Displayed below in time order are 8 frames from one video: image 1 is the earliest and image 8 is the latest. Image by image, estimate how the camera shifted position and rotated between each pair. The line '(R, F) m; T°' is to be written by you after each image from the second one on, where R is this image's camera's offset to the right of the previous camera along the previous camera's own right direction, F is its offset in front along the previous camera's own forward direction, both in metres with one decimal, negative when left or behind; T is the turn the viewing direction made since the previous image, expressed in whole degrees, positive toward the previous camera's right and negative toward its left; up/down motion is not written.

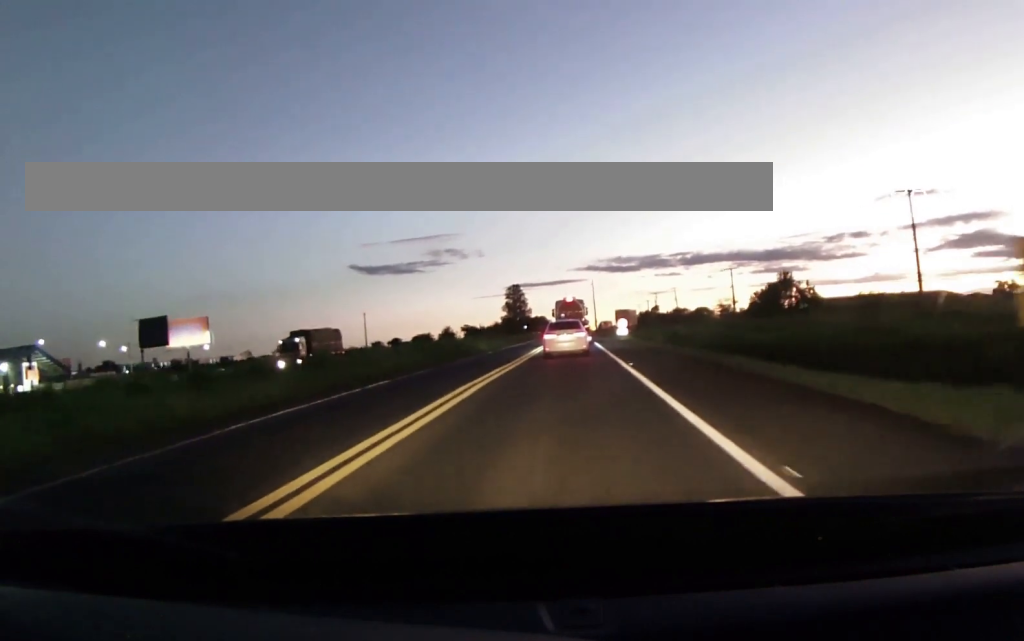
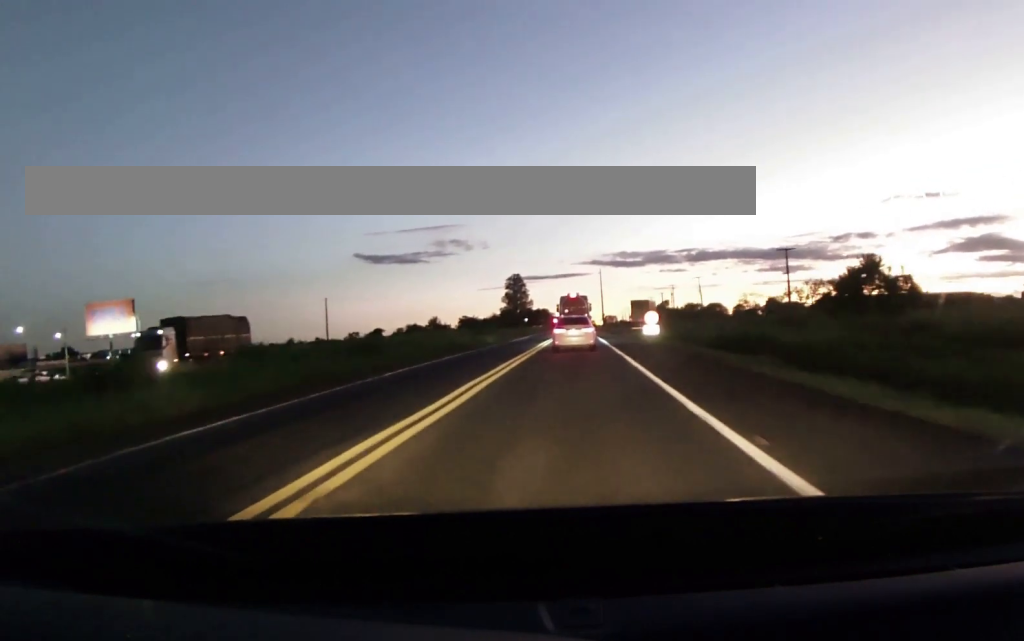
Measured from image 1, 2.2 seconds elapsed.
(-0.7, +29.4) m; -1°
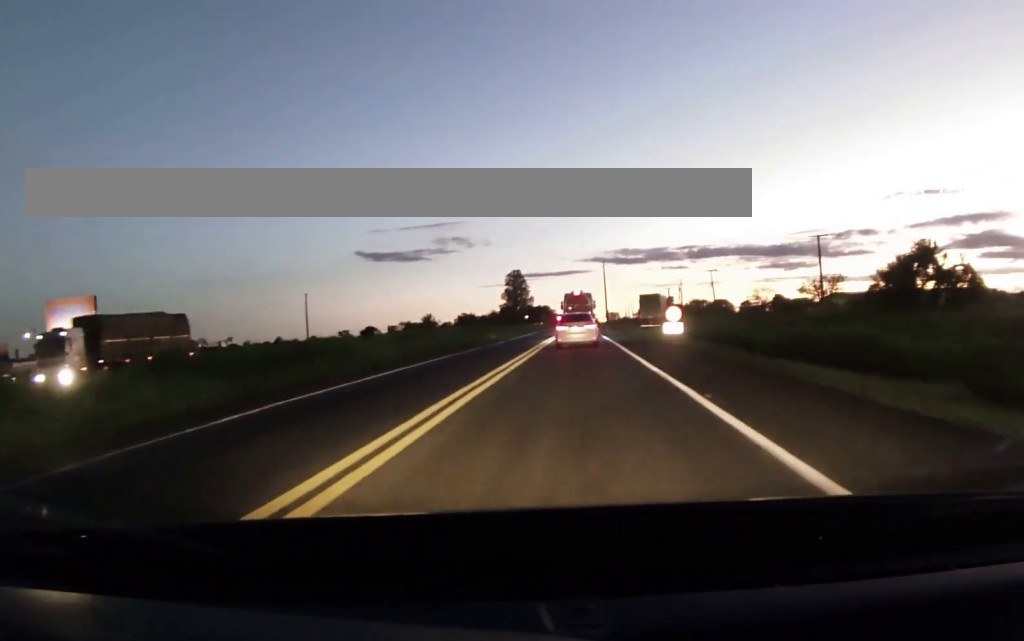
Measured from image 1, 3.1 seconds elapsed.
(+0.3, +11.8) m; +1°
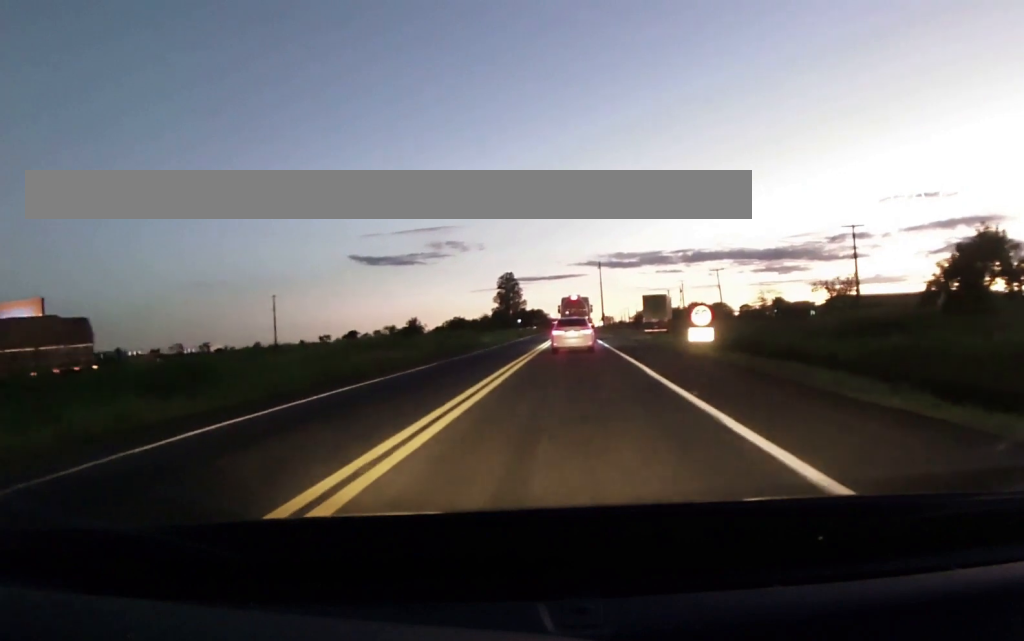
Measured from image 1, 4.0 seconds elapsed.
(-0.1, +12.3) m; -1°
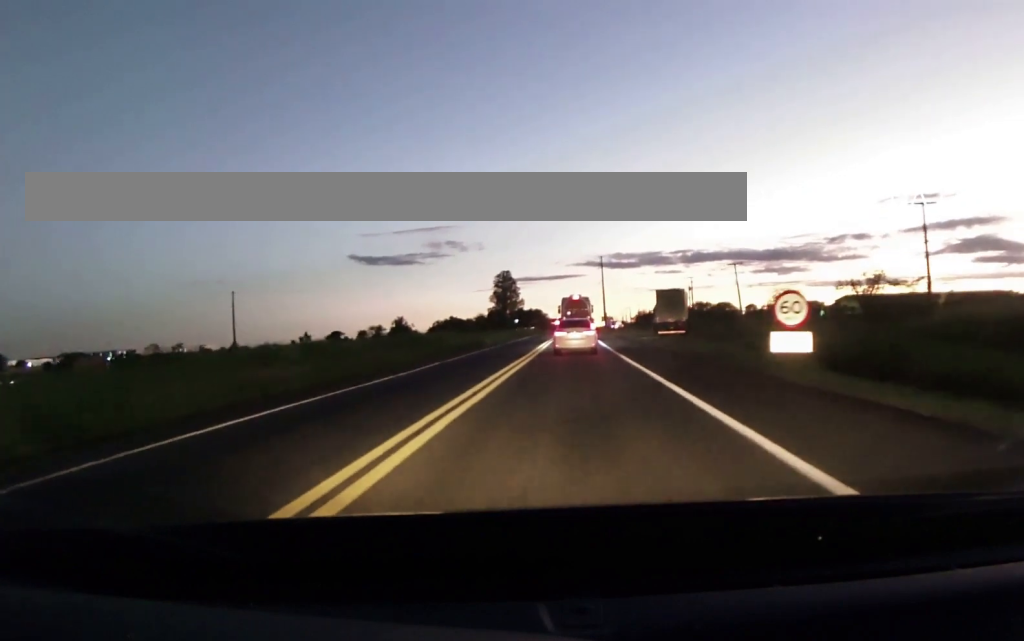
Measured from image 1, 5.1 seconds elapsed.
(-0.1, +15.1) m; 0°
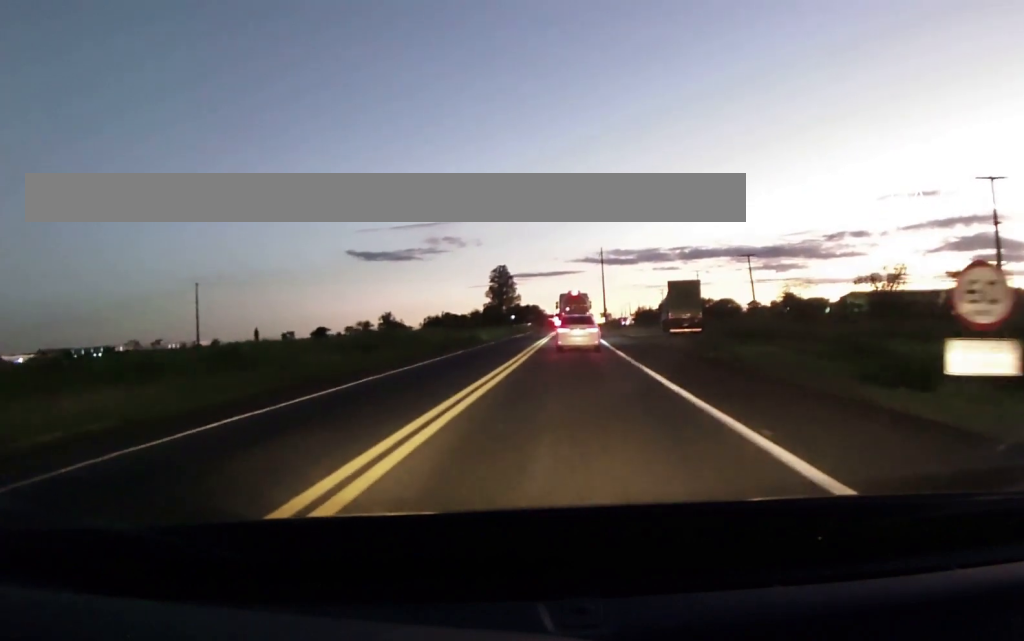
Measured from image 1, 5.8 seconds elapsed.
(+0.1, +10.5) m; +1°
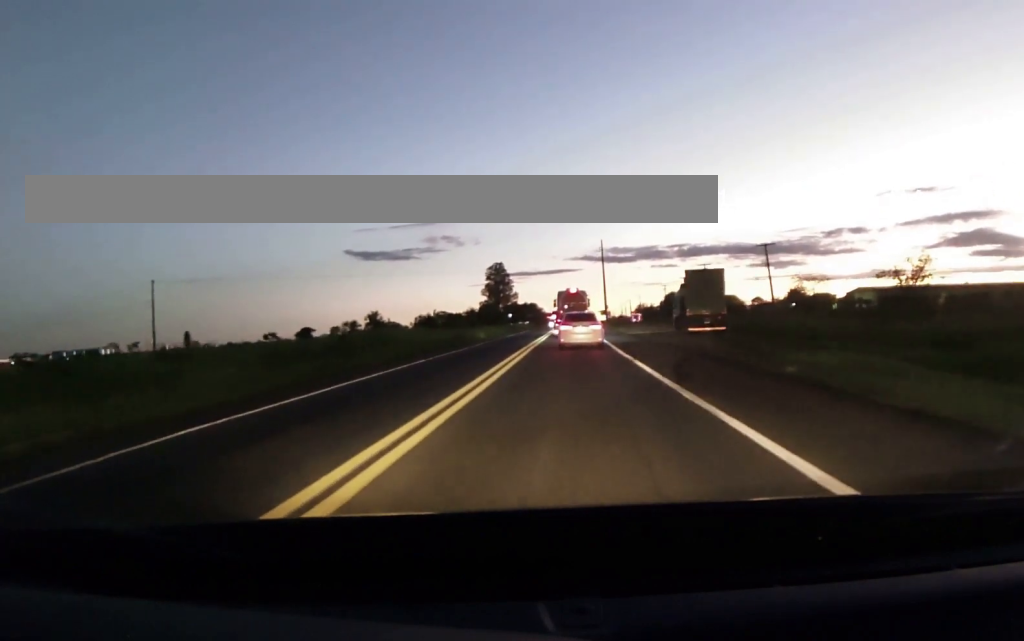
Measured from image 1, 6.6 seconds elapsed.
(-0.1, +10.7) m; +1°
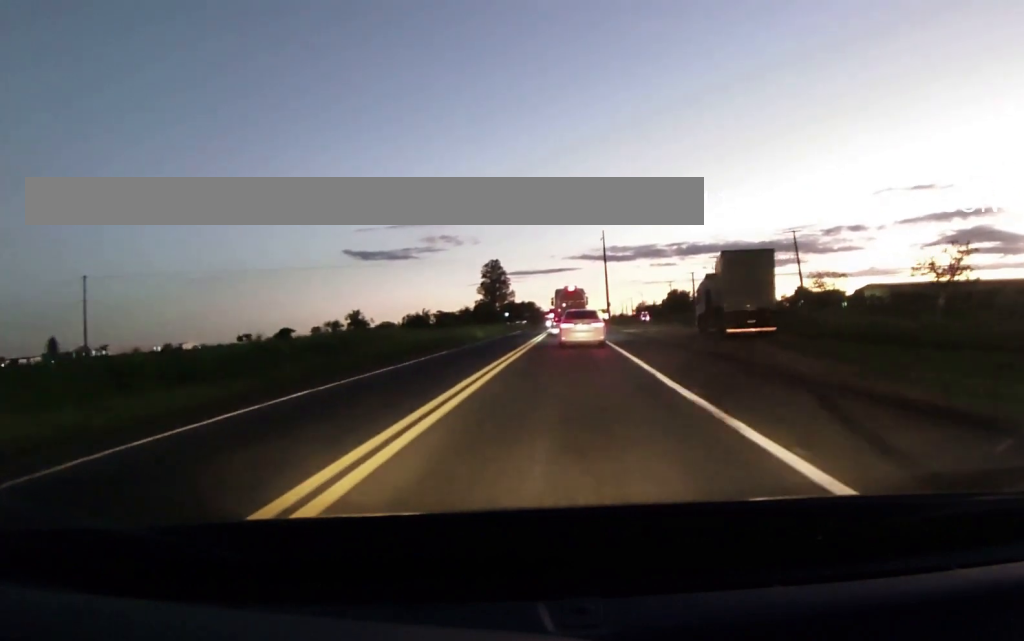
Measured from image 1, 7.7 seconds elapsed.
(+0.3, +13.6) m; 0°
